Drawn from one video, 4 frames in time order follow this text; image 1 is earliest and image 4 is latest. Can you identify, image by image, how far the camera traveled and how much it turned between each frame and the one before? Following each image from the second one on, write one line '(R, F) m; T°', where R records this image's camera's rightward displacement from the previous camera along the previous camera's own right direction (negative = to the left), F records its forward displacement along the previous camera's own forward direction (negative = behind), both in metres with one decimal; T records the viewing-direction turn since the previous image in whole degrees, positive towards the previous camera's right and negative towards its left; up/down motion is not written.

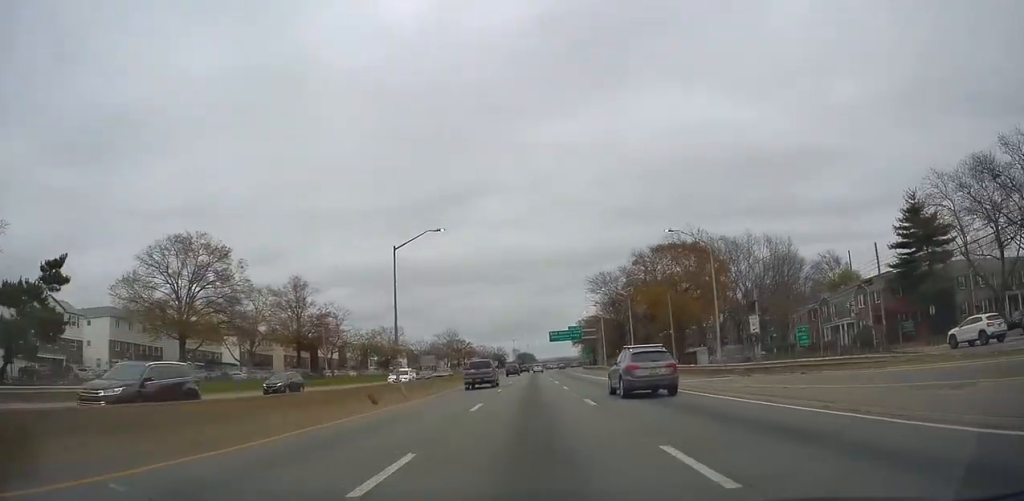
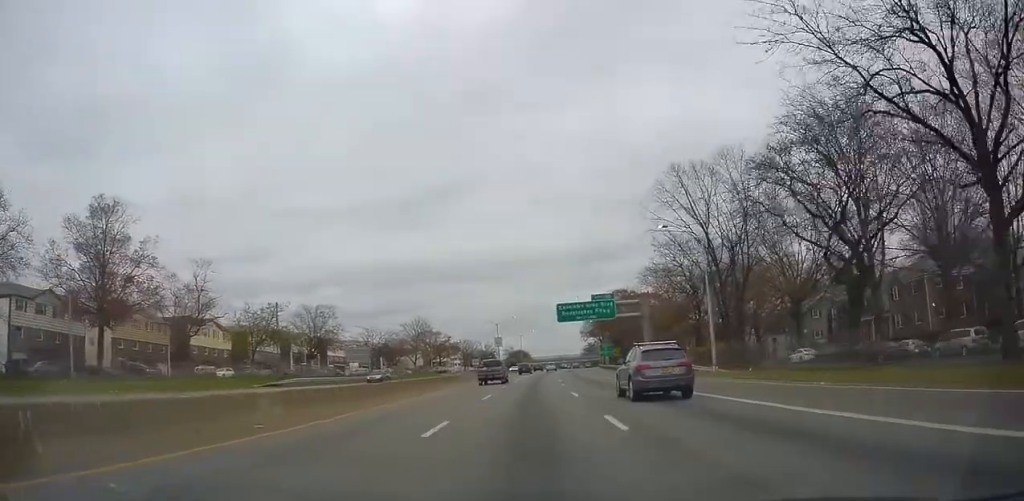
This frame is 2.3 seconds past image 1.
(-0.3, +55.9) m; -1°
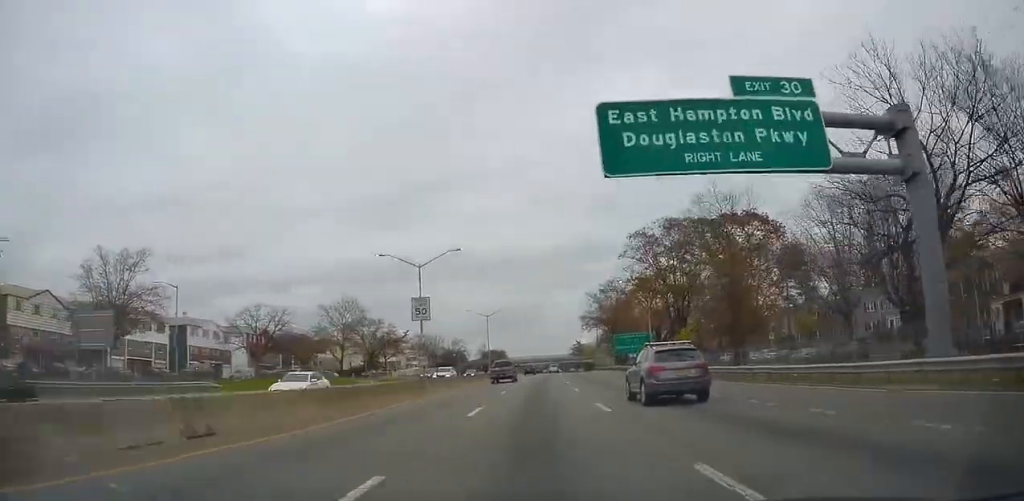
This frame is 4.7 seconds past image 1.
(+0.8, +55.1) m; +2°
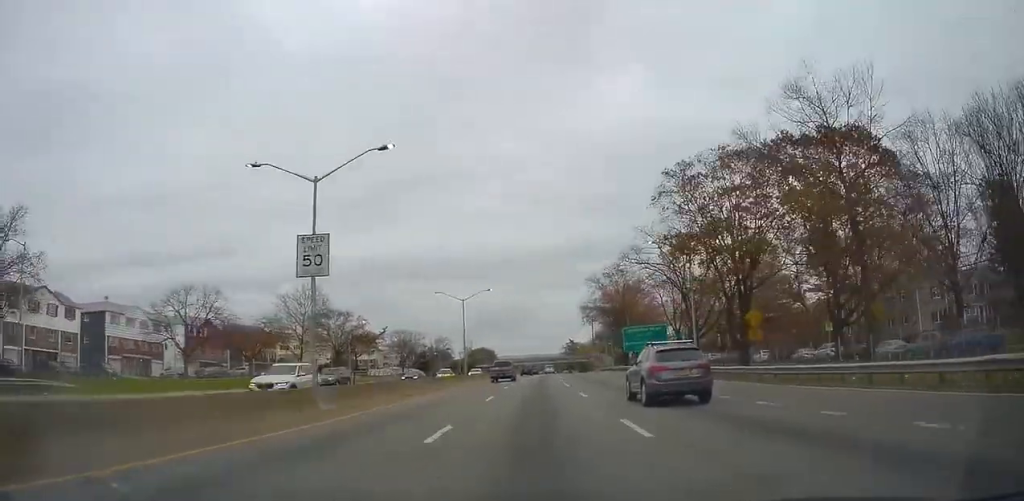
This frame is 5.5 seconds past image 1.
(+0.1, +18.3) m; 0°
